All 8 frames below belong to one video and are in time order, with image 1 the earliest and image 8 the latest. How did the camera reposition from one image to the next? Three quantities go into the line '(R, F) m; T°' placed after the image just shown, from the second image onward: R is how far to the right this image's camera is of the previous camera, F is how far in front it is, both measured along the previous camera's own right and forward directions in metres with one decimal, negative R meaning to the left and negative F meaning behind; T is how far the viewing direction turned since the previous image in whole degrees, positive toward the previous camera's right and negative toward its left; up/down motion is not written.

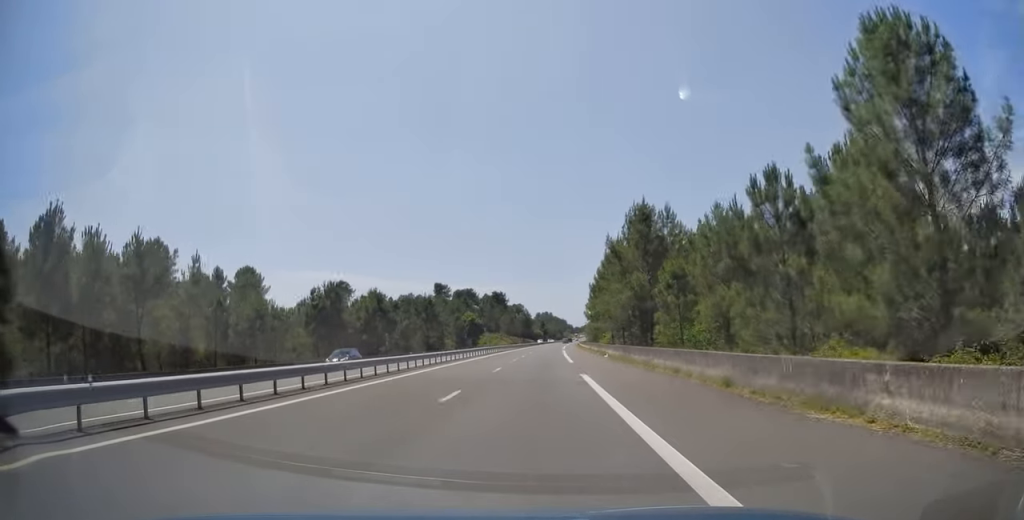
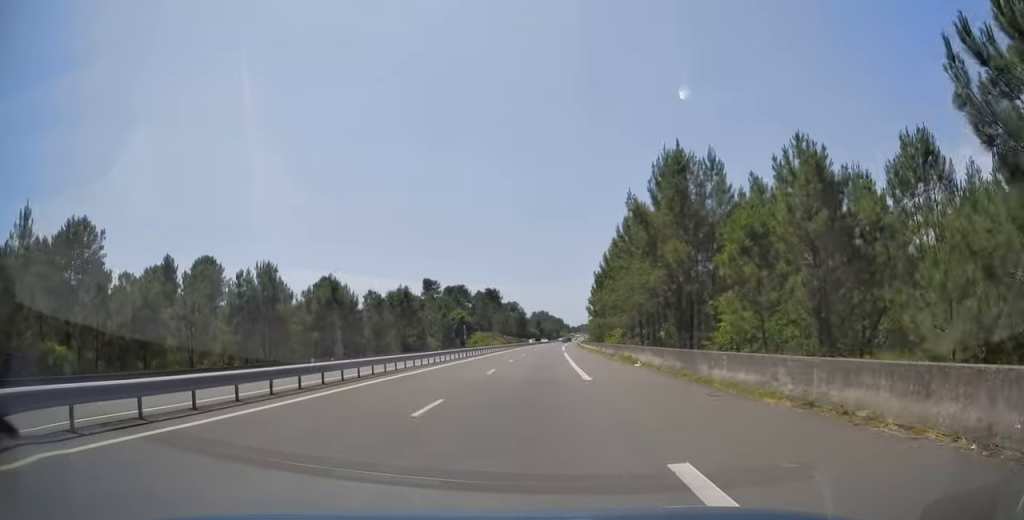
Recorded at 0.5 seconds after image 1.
(-0.2, +16.2) m; 0°
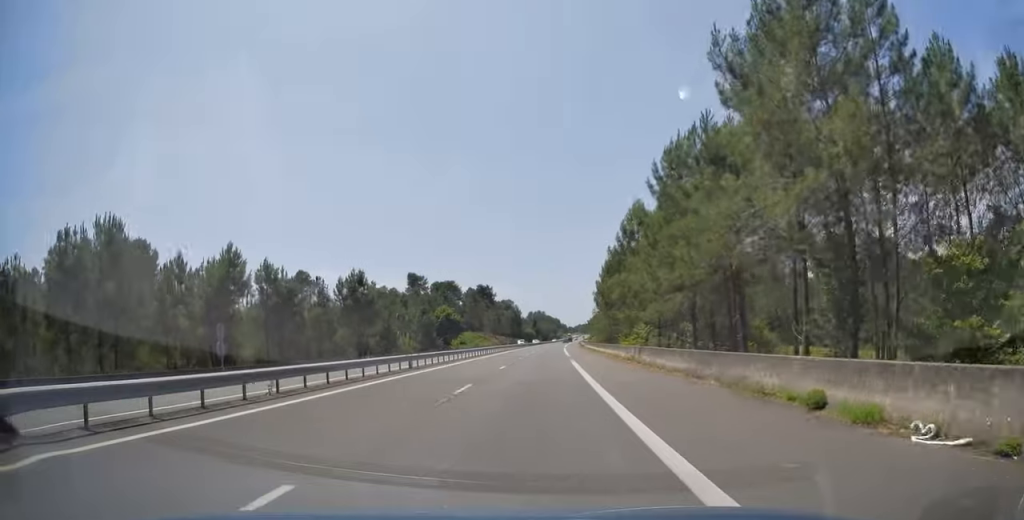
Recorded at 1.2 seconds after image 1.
(+0.3, +21.5) m; +1°
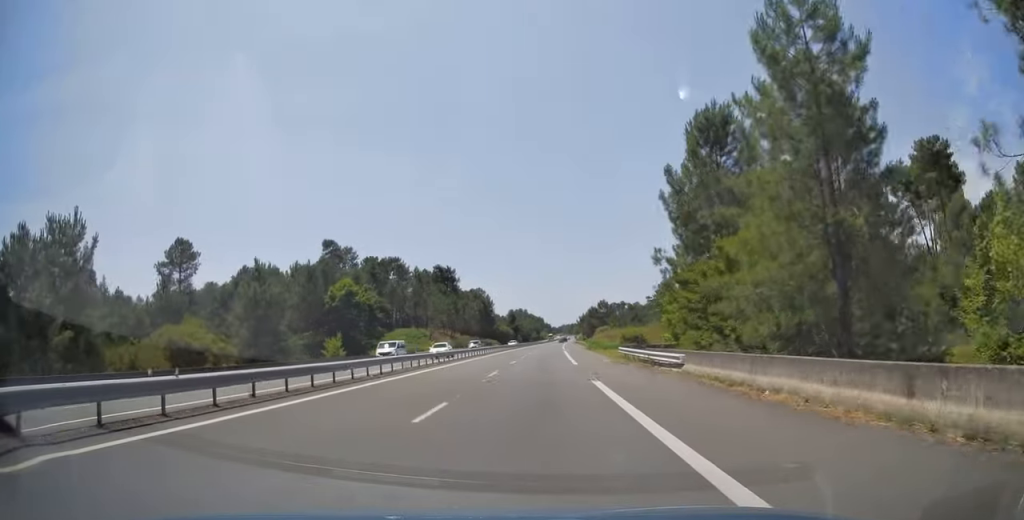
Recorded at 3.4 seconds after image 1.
(+0.8, +71.7) m; +2°
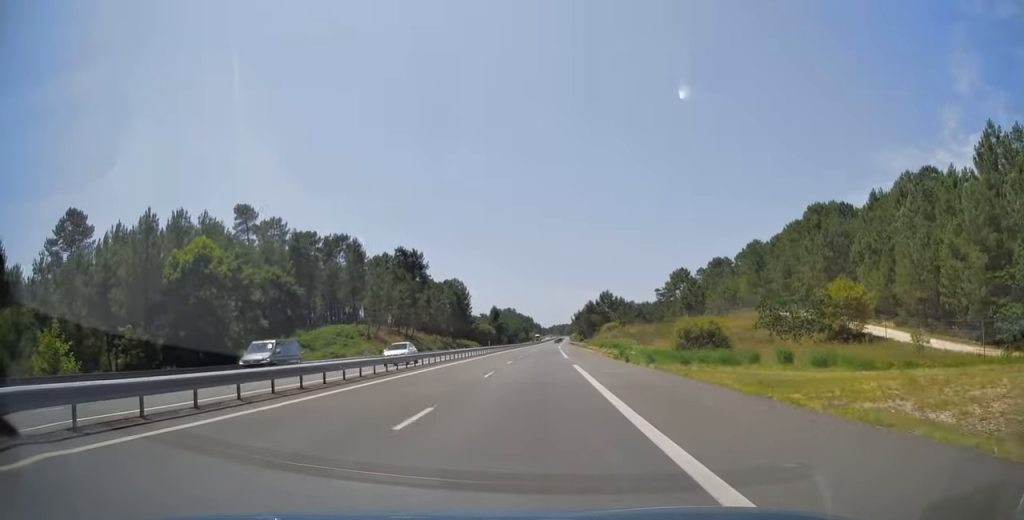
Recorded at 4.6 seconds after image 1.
(+0.2, +40.4) m; +1°
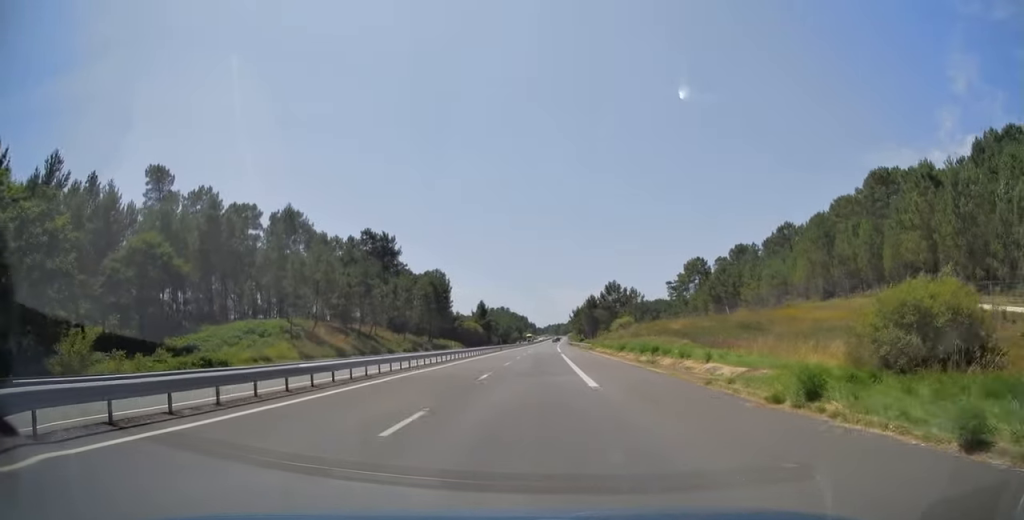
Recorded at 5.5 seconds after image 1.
(+0.1, +26.9) m; +1°
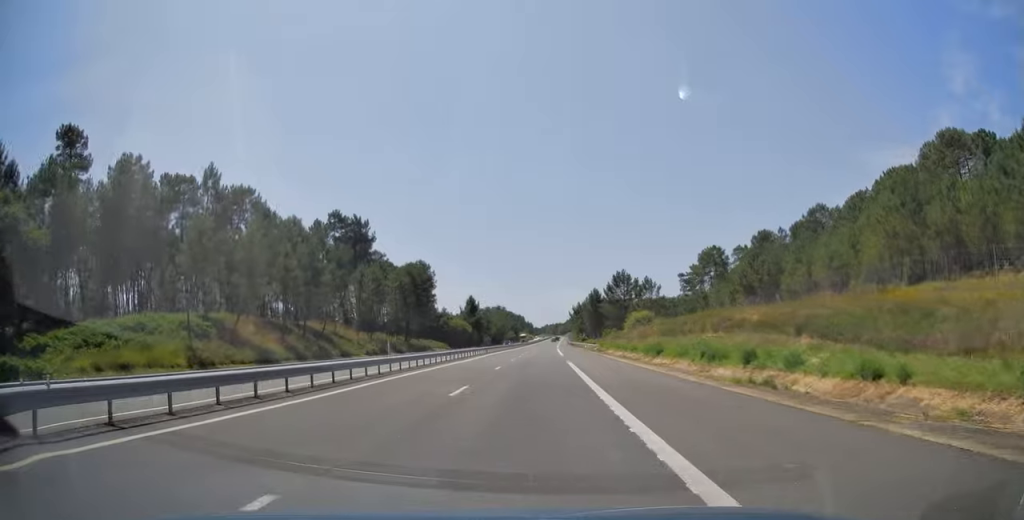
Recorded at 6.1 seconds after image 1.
(+0.2, +19.9) m; 0°
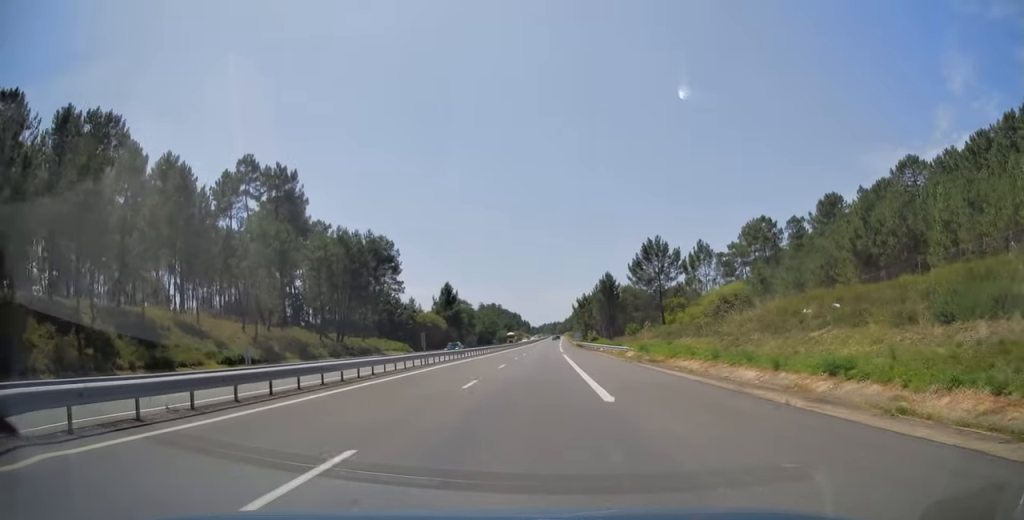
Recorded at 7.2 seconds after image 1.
(+0.2, +37.1) m; 0°
